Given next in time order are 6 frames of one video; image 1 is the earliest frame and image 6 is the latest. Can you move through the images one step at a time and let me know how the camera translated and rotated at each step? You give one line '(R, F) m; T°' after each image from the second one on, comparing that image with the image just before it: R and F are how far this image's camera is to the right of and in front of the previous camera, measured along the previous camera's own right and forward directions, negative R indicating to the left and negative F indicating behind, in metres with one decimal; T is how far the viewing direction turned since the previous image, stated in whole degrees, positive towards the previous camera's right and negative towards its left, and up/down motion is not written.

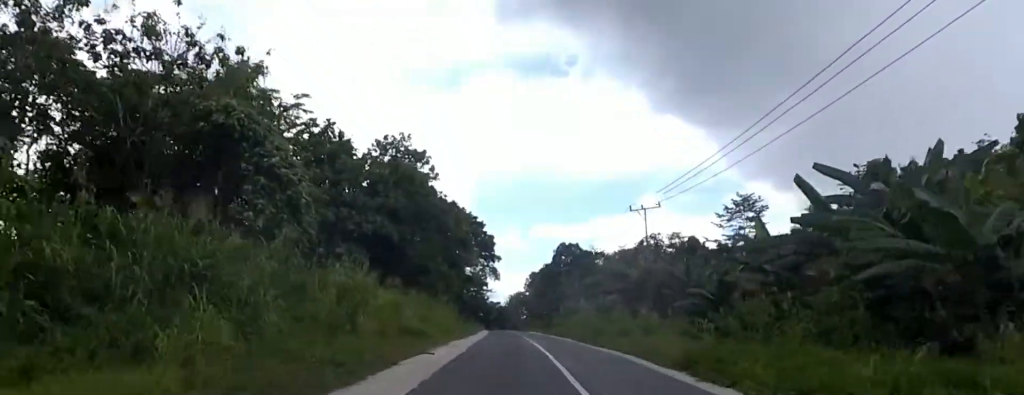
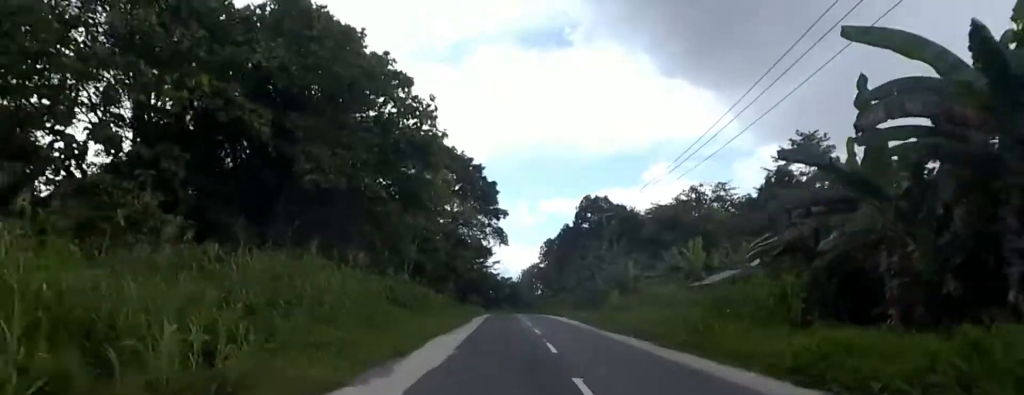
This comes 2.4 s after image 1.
(+0.1, +31.0) m; +3°
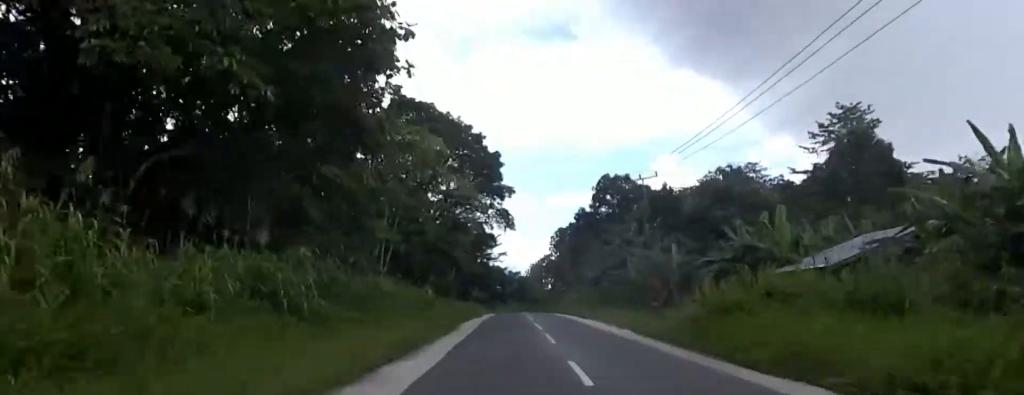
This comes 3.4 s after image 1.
(-0.2, +13.9) m; -3°
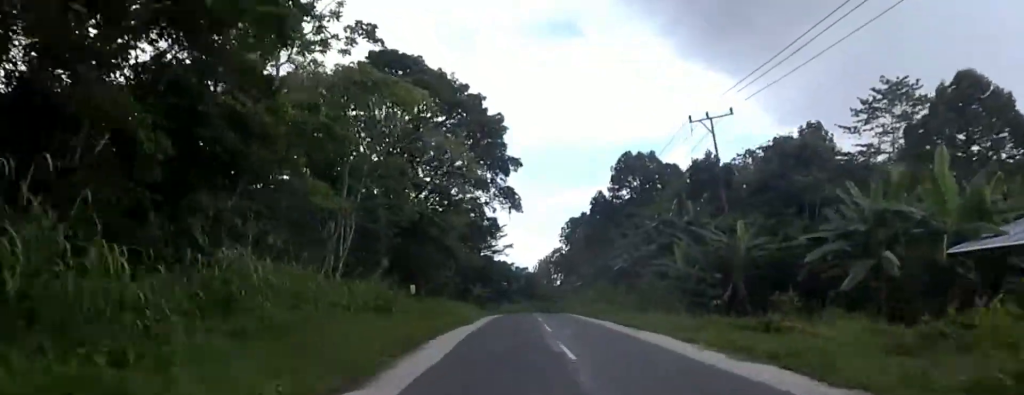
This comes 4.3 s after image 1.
(-0.5, +12.9) m; -1°
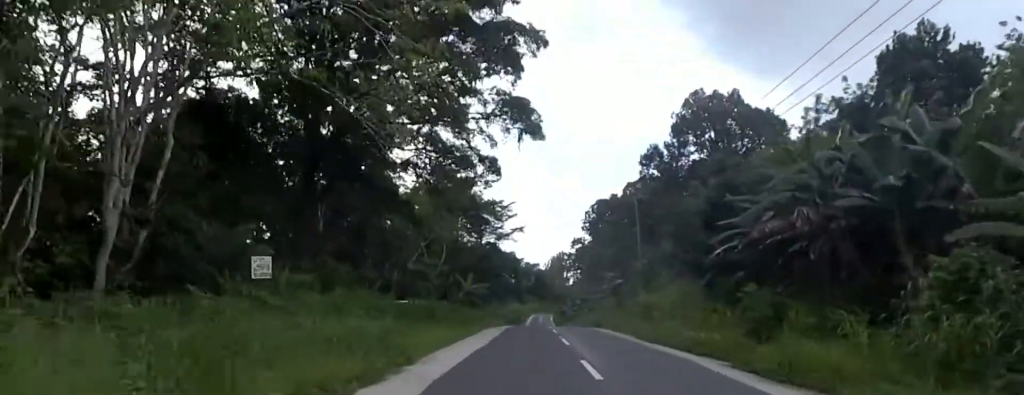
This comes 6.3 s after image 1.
(-0.6, +27.2) m; -4°
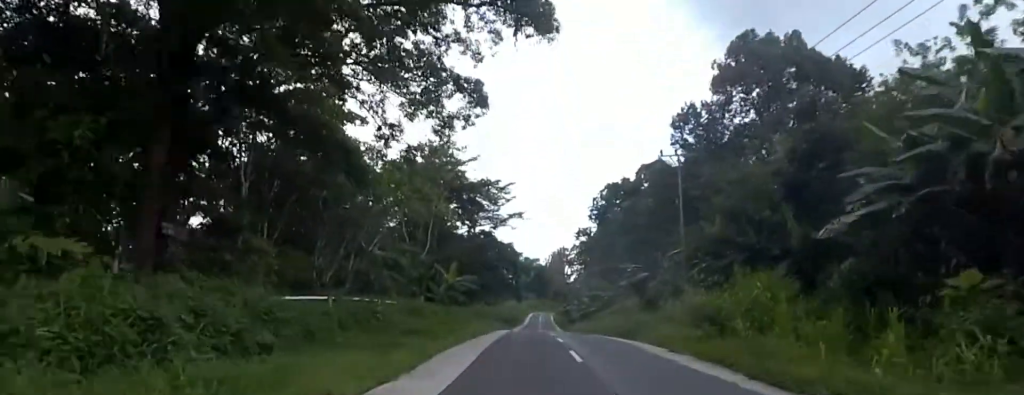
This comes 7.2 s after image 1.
(0.0, +12.6) m; +2°
